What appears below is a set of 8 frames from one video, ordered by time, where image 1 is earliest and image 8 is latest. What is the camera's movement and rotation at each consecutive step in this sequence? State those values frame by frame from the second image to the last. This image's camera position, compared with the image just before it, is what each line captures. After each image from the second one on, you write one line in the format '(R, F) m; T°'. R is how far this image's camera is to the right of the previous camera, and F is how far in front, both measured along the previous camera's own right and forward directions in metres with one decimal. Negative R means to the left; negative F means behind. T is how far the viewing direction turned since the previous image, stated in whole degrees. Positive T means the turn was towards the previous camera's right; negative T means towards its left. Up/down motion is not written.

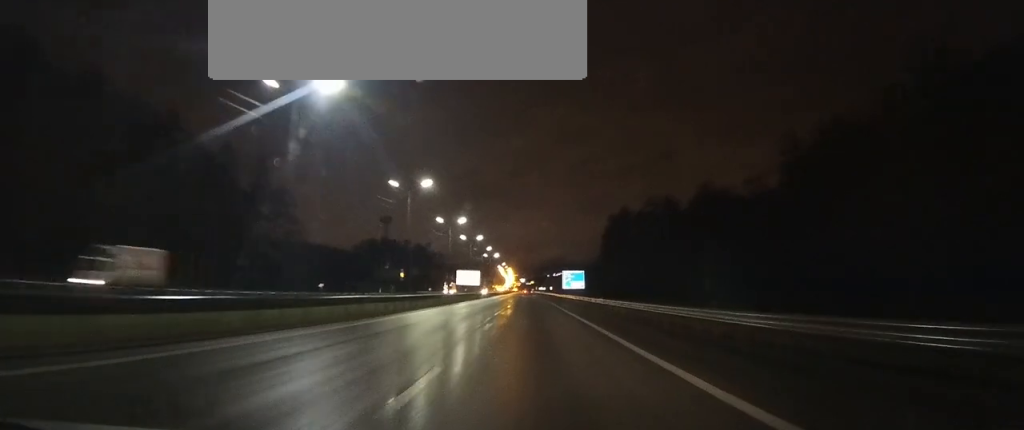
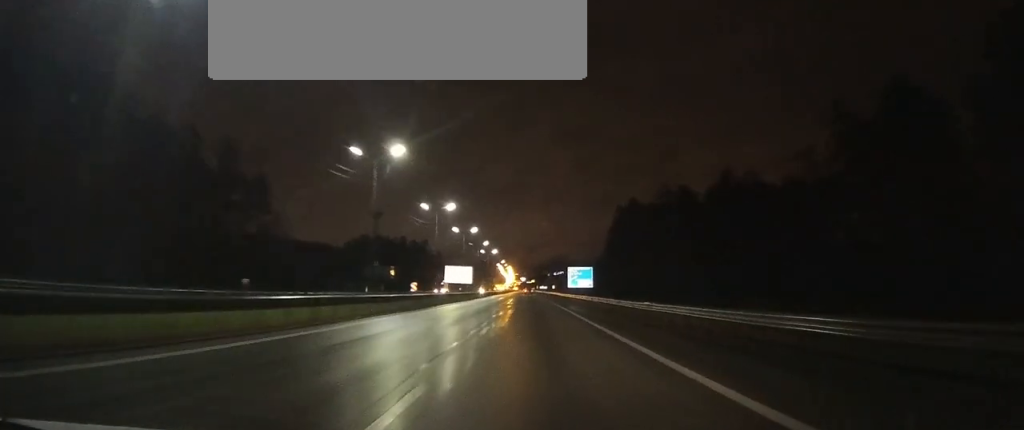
(0.0, +12.8) m; 0°
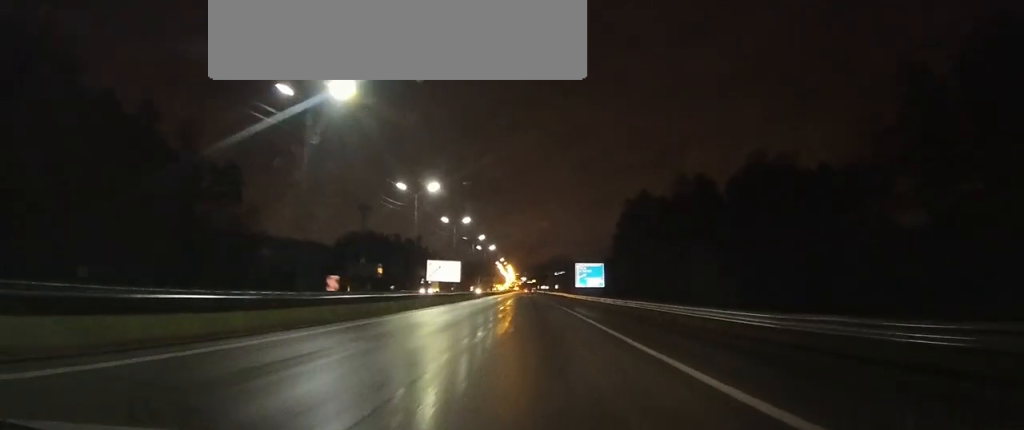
(0.0, +14.1) m; 0°
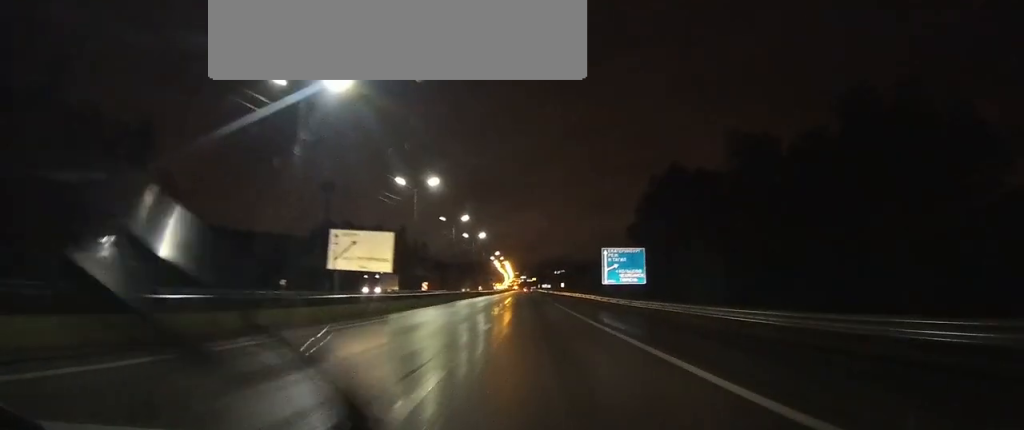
(0.0, +33.9) m; 0°
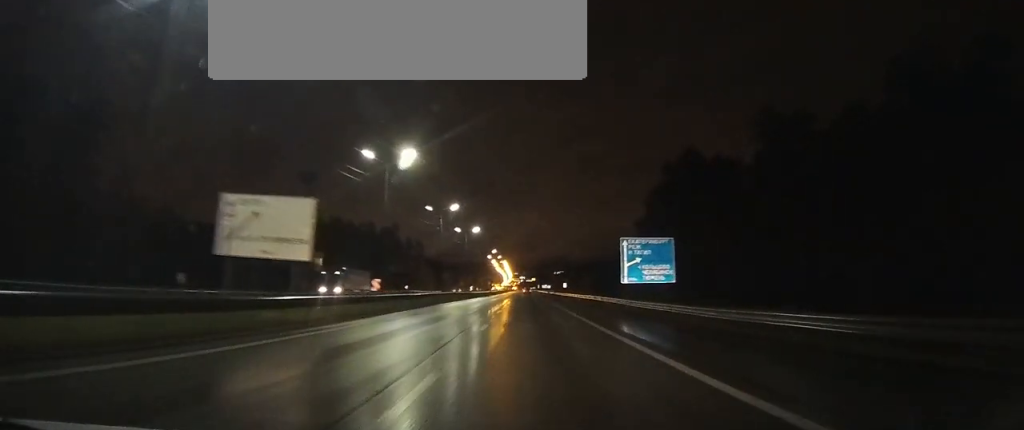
(0.0, +14.6) m; 0°
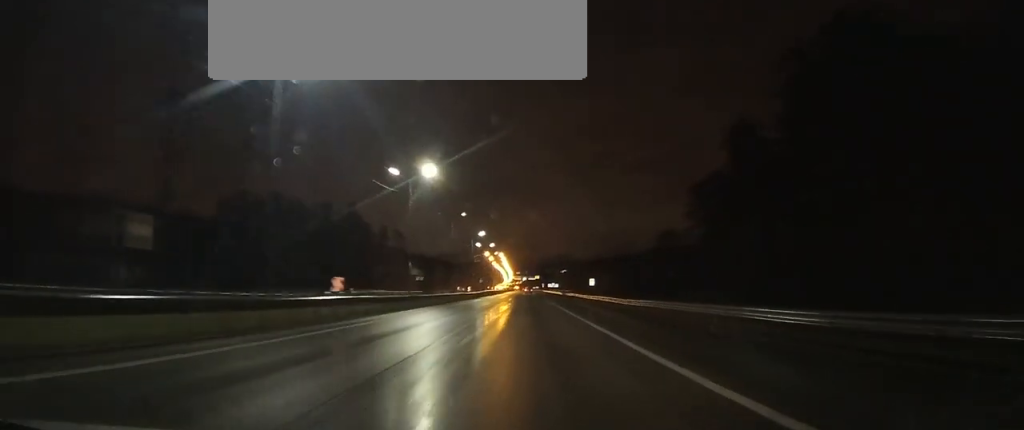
(0.0, +60.8) m; 0°
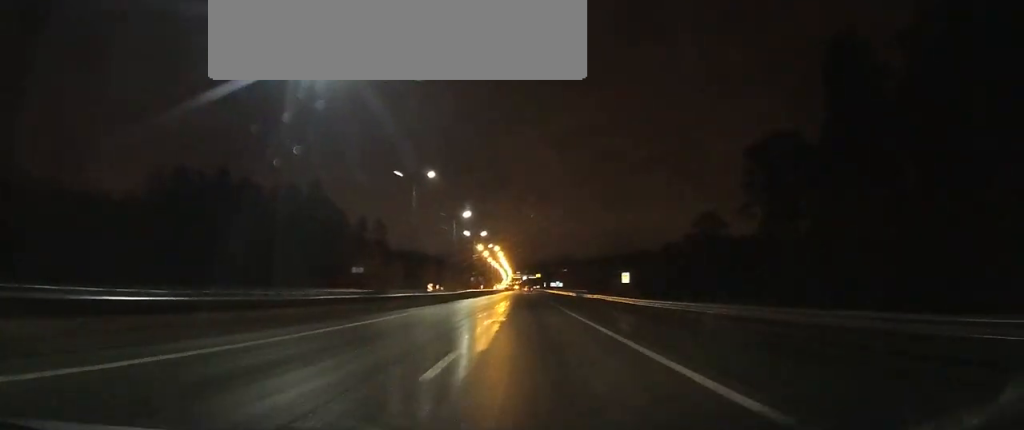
(0.0, +30.9) m; 0°
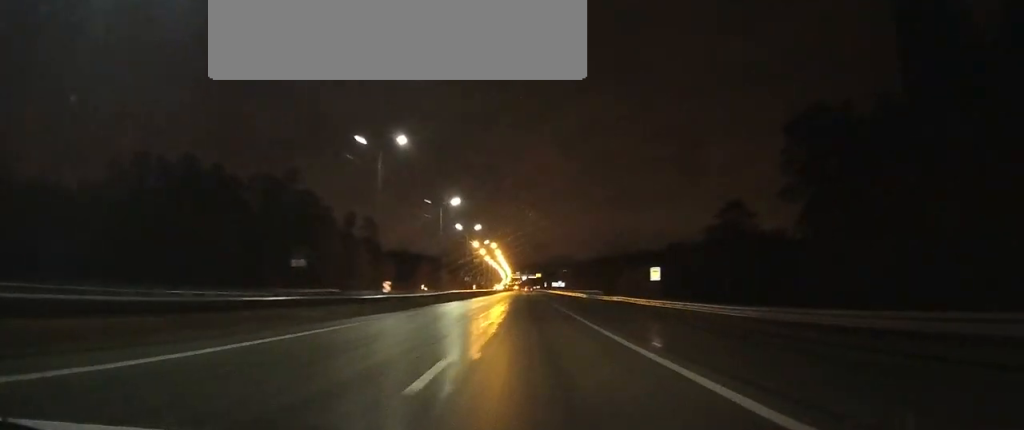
(0.0, +13.6) m; 0°
